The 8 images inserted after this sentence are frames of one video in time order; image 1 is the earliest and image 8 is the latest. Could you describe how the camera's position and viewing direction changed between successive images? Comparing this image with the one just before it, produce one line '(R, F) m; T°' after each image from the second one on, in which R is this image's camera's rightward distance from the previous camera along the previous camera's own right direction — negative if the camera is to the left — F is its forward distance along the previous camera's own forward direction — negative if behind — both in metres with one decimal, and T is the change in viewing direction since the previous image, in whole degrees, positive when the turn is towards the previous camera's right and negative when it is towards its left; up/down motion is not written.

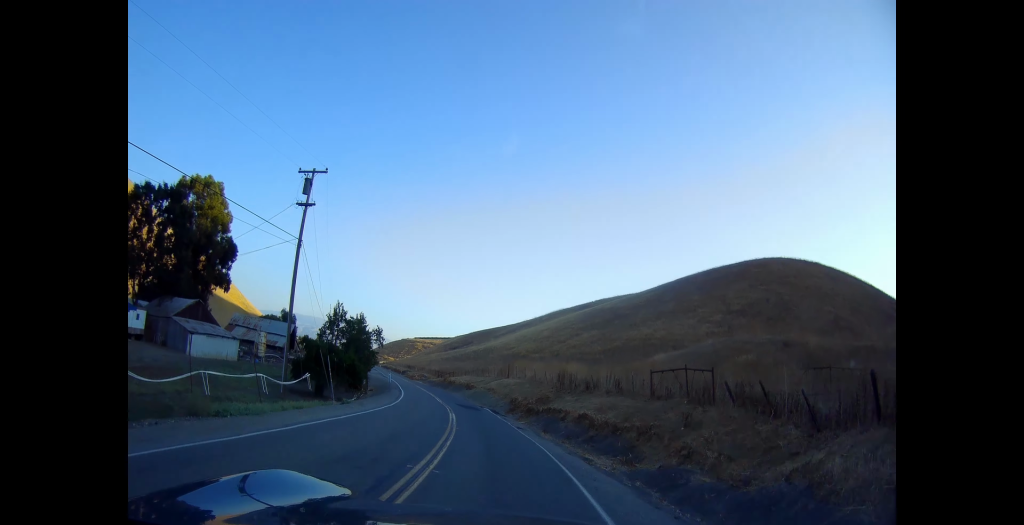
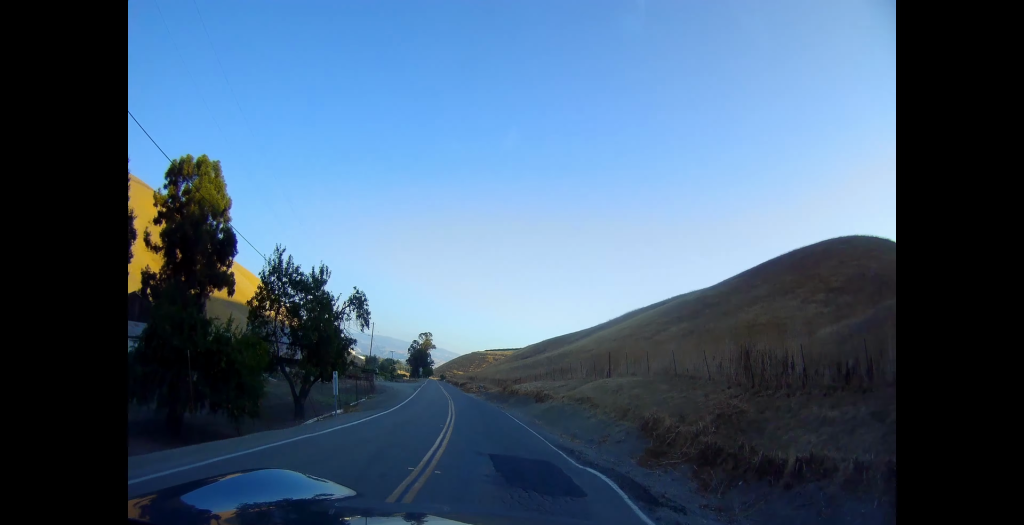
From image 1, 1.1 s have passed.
(-1.1, +24.0) m; -7°
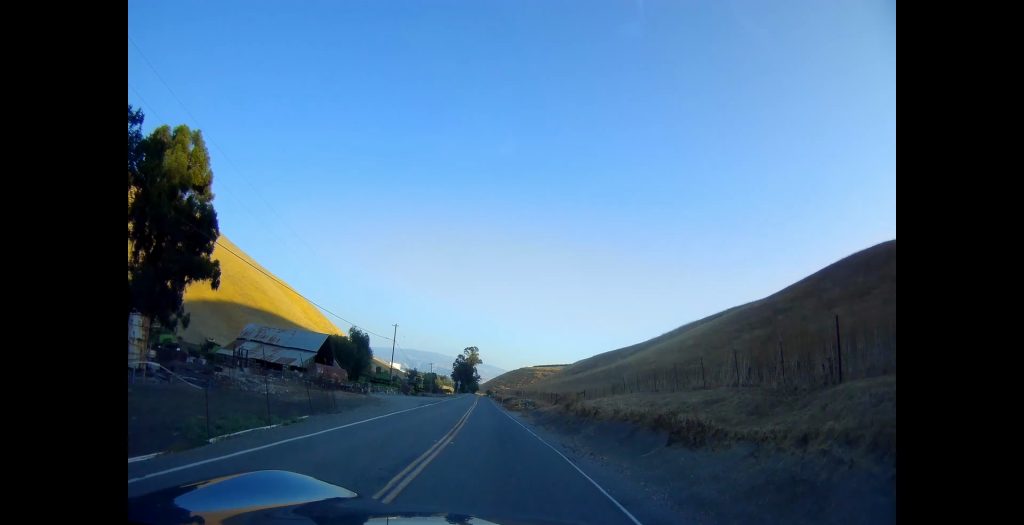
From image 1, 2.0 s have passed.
(-1.1, +19.6) m; -6°
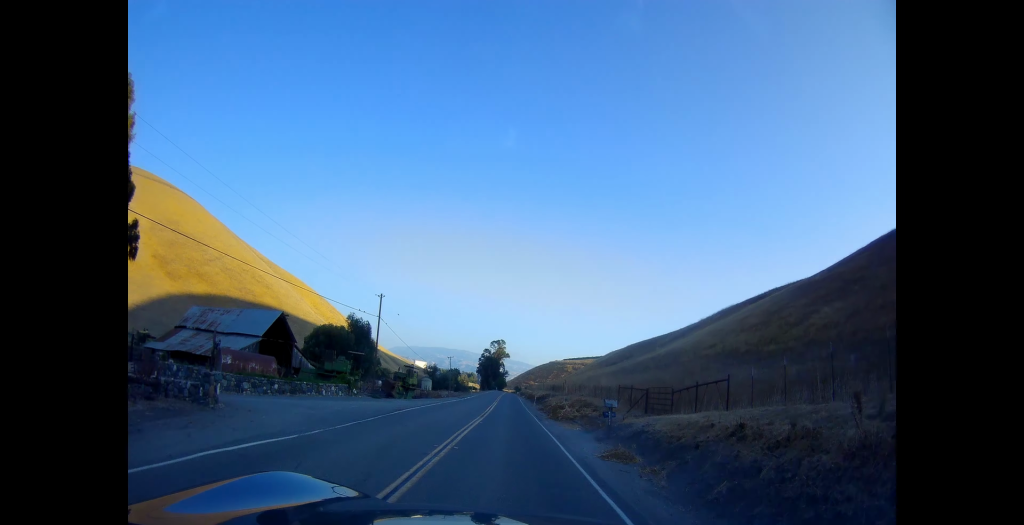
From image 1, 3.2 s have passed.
(-1.6, +25.6) m; -5°
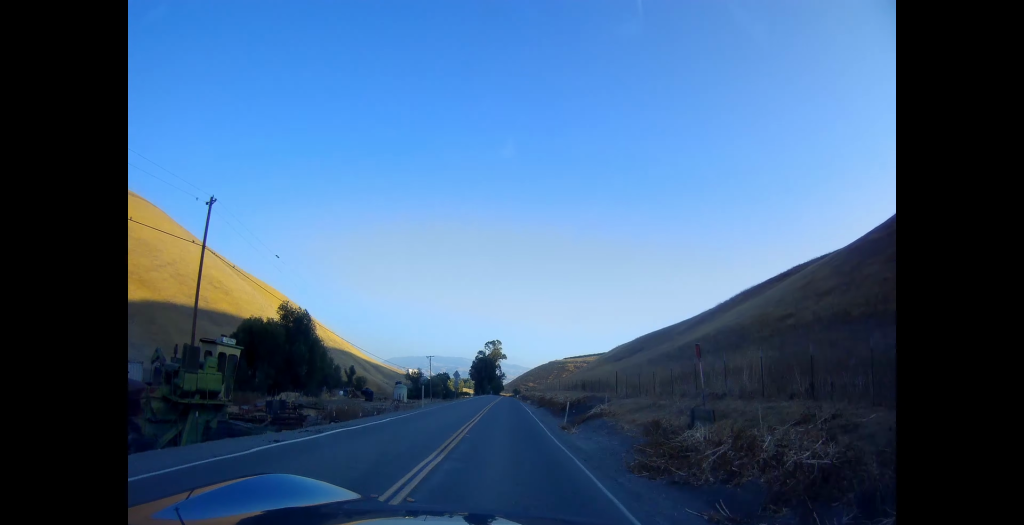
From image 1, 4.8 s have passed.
(-0.8, +36.0) m; 0°
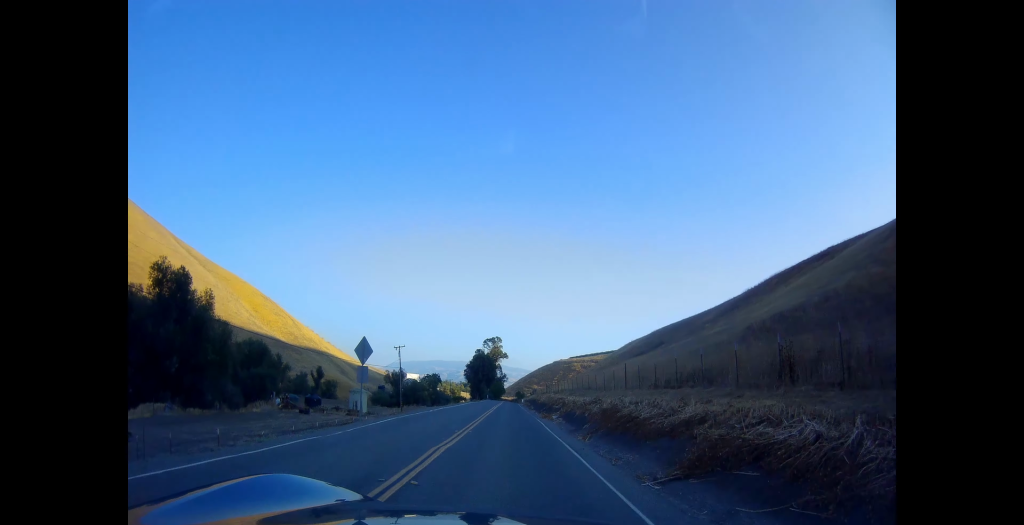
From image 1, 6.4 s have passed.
(+0.1, +37.8) m; -2°
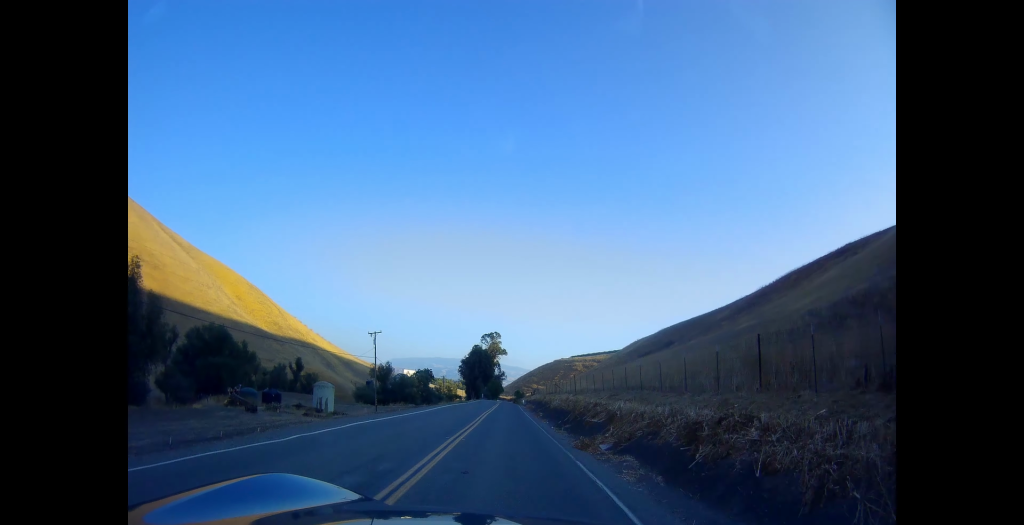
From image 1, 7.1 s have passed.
(-0.2, +16.9) m; +1°
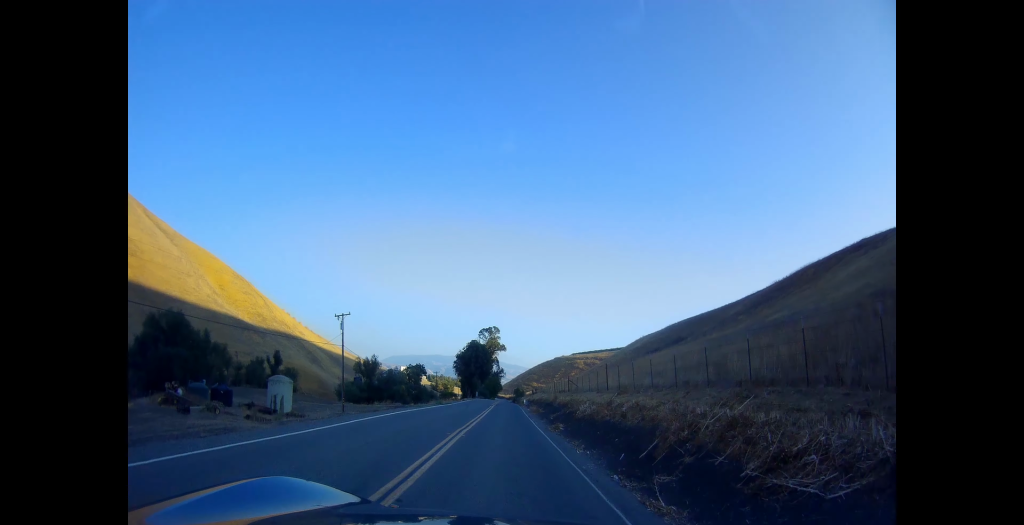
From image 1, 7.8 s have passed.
(0.0, +15.0) m; +1°
